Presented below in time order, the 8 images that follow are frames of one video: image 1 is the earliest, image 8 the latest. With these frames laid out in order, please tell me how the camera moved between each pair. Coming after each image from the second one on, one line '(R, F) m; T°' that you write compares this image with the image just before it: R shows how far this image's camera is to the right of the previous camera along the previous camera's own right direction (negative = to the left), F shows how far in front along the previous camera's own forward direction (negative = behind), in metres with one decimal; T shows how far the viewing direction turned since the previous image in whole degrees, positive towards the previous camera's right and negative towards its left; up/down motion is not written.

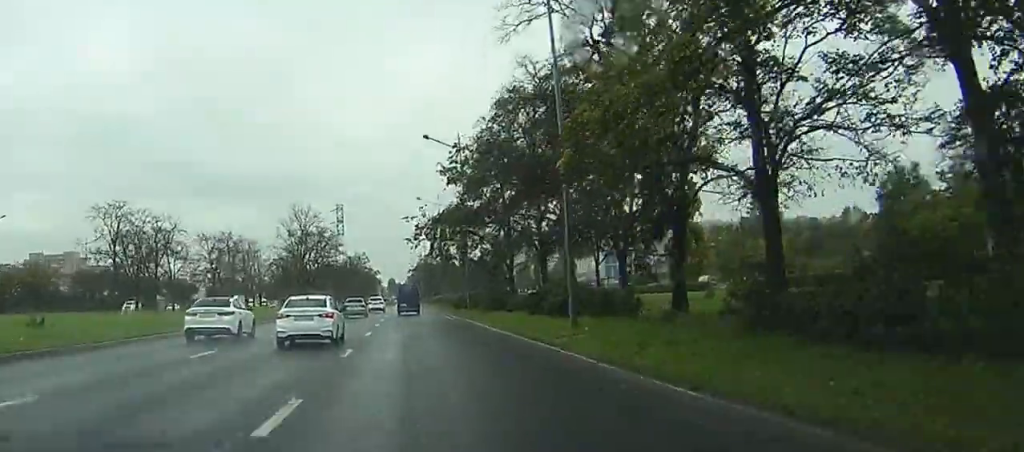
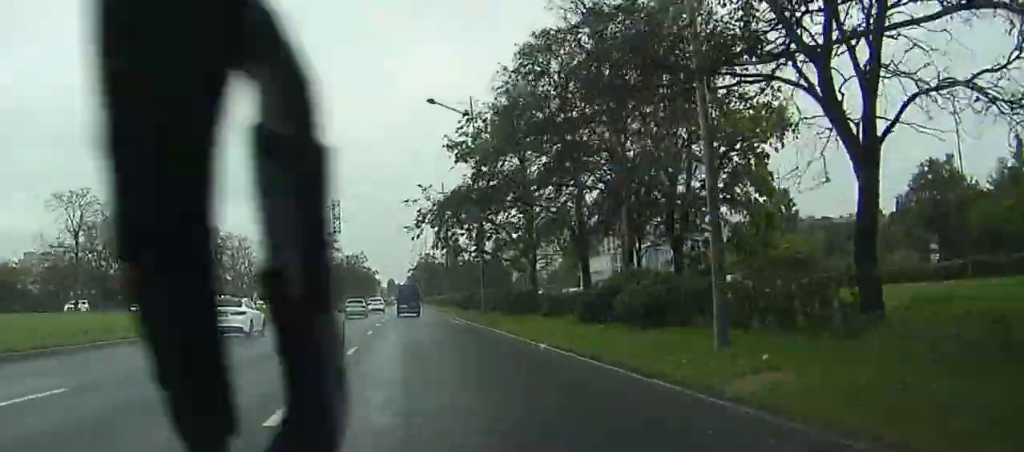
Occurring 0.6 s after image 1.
(0.0, +11.9) m; 0°
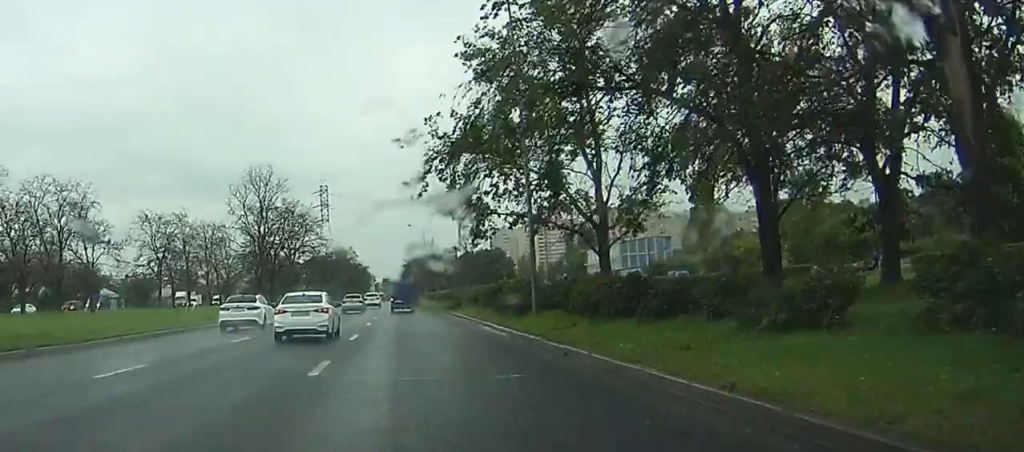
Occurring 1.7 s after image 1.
(+0.1, +20.2) m; 0°
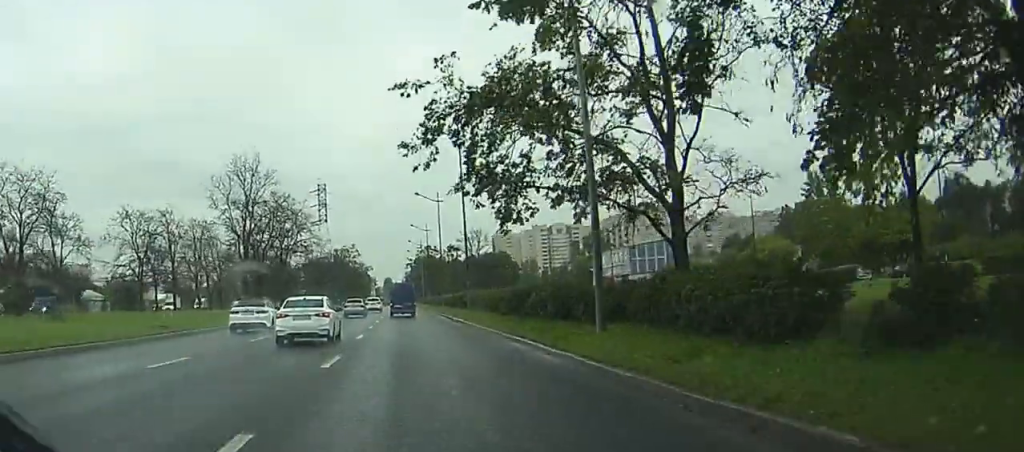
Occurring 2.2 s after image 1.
(0.0, +9.1) m; 0°
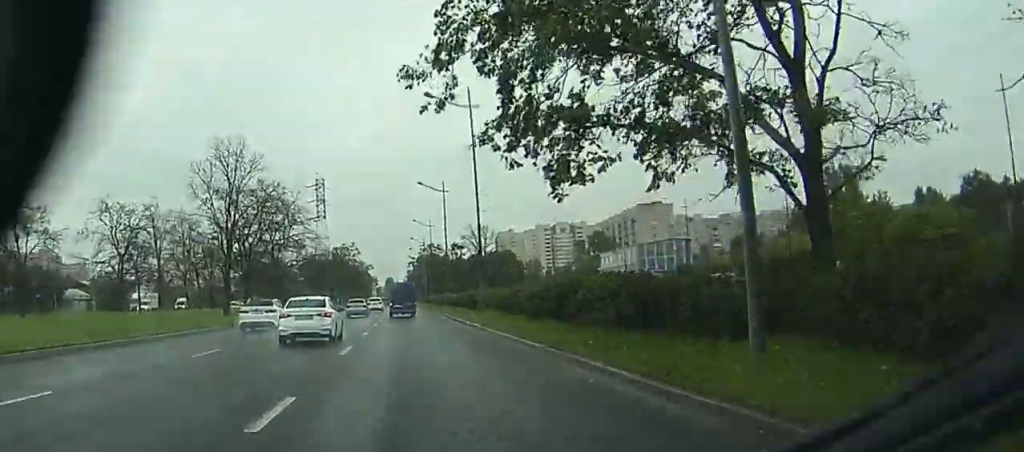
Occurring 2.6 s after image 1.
(0.0, +8.2) m; +1°
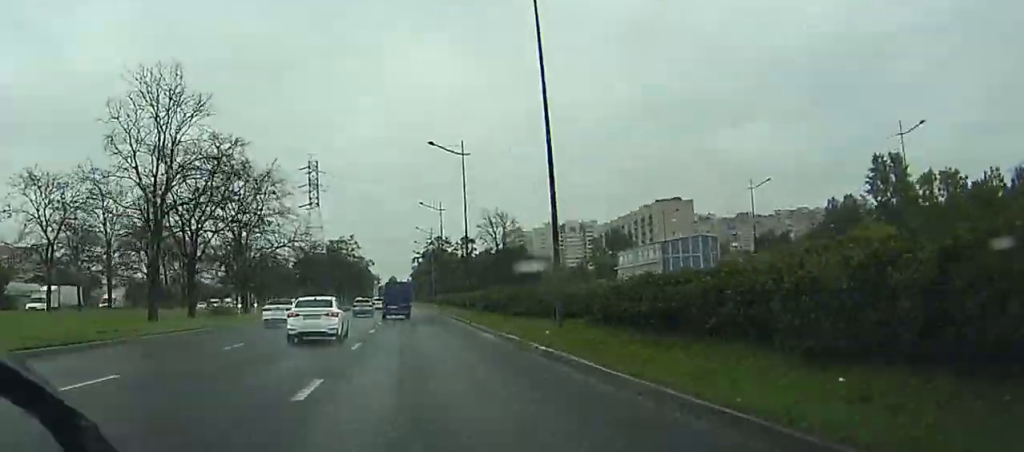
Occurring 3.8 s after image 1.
(+0.6, +20.0) m; -2°
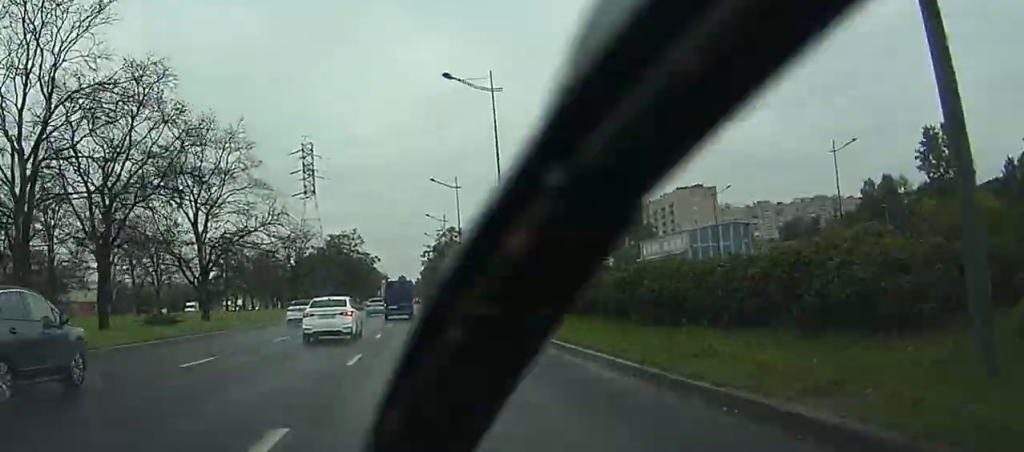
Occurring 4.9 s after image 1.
(-1.5, +16.7) m; -6°
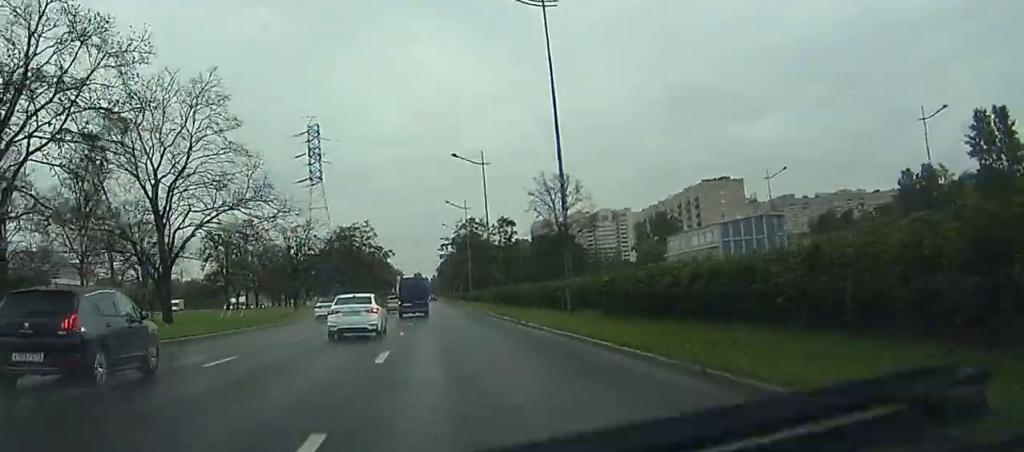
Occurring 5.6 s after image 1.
(-0.4, +12.4) m; 0°
